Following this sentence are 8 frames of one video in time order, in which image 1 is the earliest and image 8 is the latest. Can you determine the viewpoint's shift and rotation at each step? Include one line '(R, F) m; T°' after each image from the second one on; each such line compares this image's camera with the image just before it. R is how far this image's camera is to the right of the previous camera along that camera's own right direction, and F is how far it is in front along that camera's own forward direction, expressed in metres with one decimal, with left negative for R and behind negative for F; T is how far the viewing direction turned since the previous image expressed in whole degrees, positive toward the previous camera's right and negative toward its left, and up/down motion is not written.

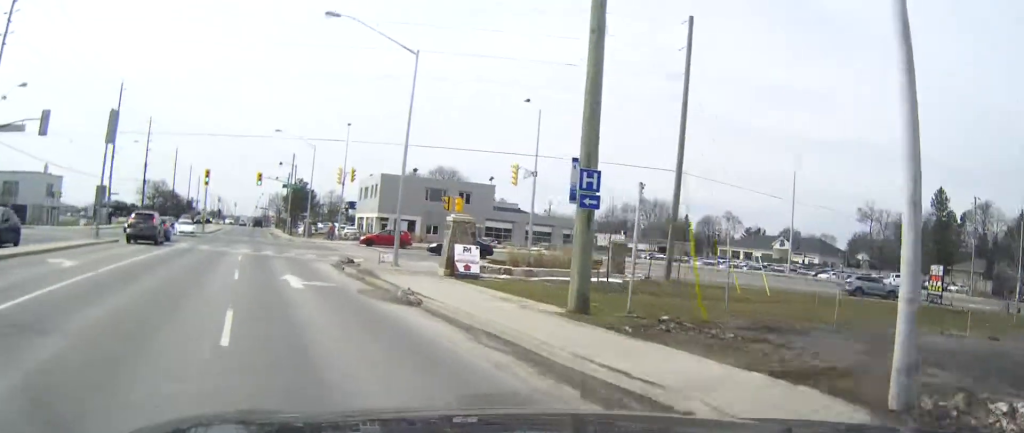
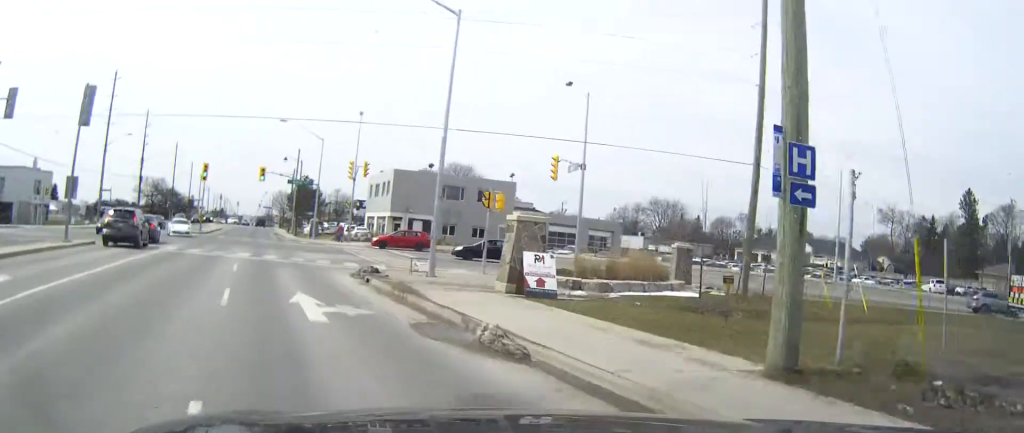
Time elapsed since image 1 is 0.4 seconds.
(0.0, +6.2) m; 0°
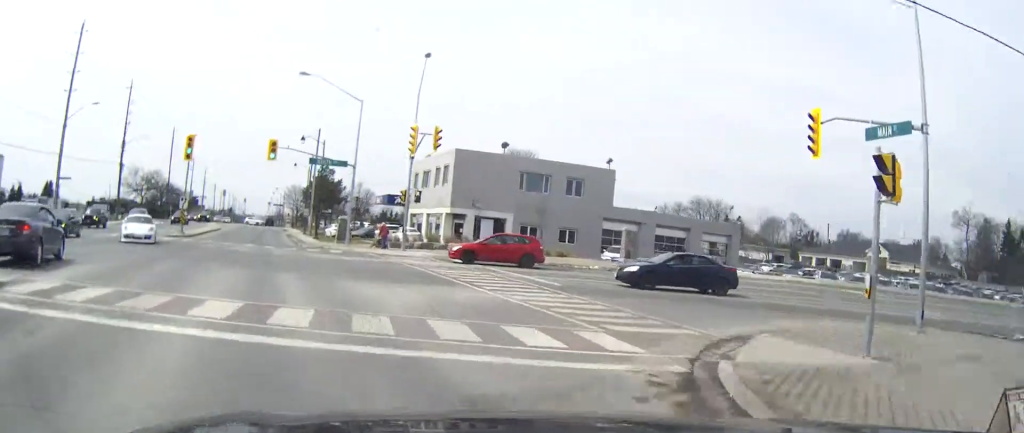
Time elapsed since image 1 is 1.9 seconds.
(-0.2, +21.4) m; -1°
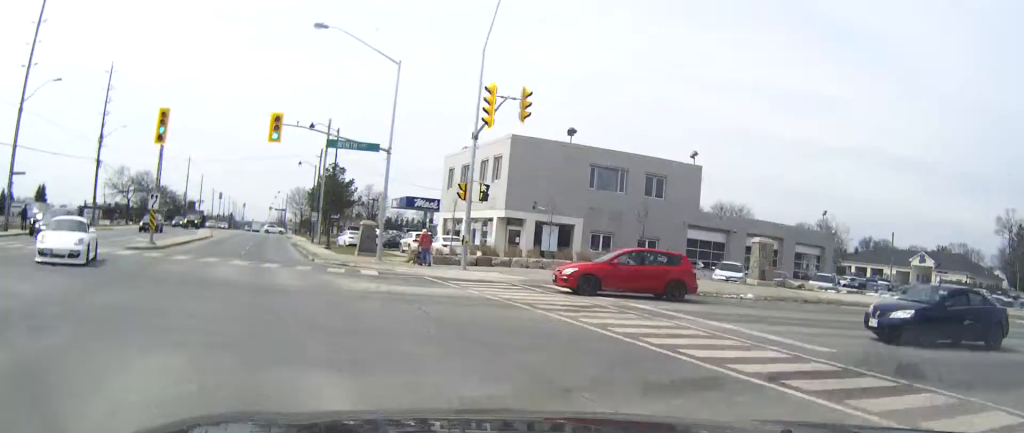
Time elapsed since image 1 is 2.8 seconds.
(-0.1, +12.8) m; 0°
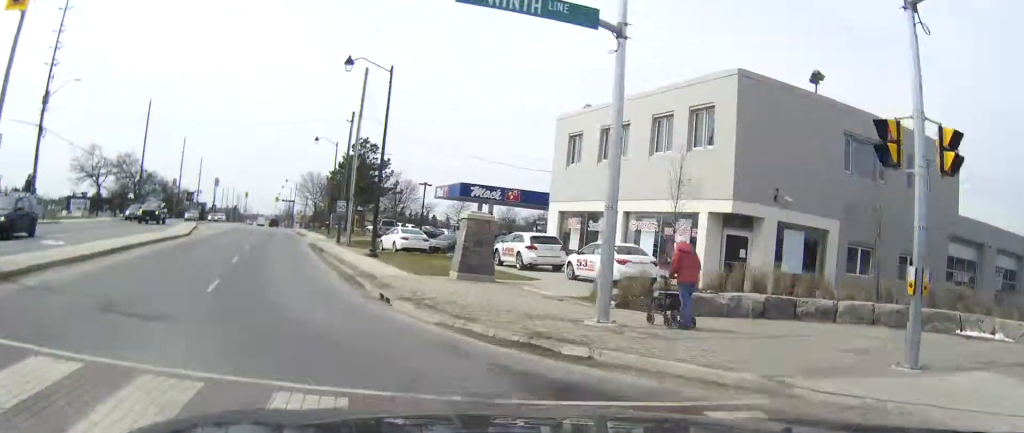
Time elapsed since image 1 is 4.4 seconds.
(0.0, +22.1) m; 0°
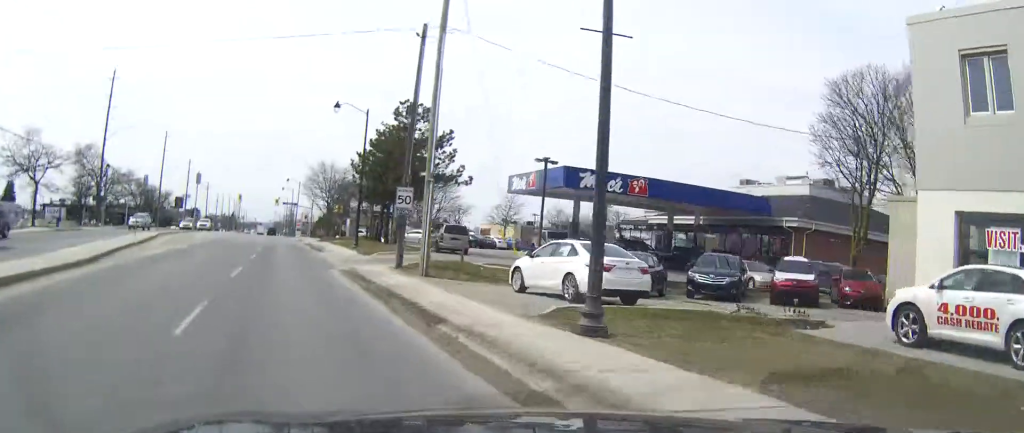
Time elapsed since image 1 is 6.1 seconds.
(0.0, +23.4) m; 0°
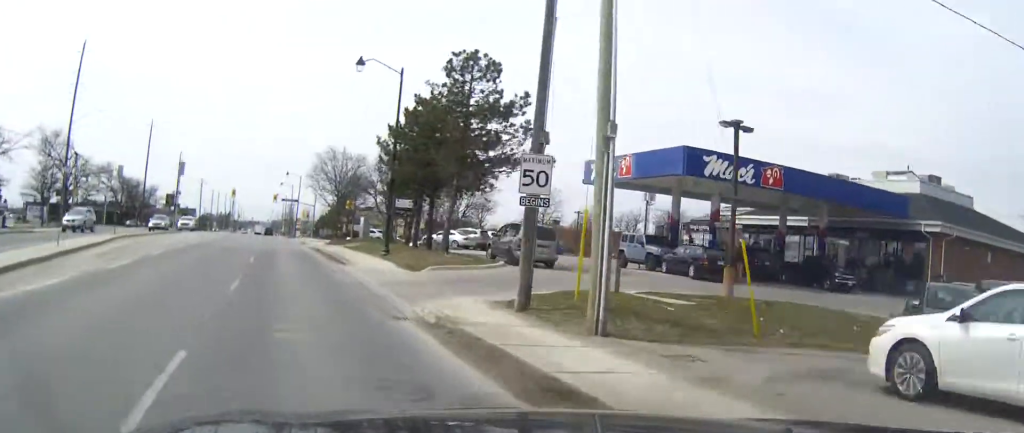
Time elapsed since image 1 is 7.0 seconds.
(0.0, +13.2) m; 0°
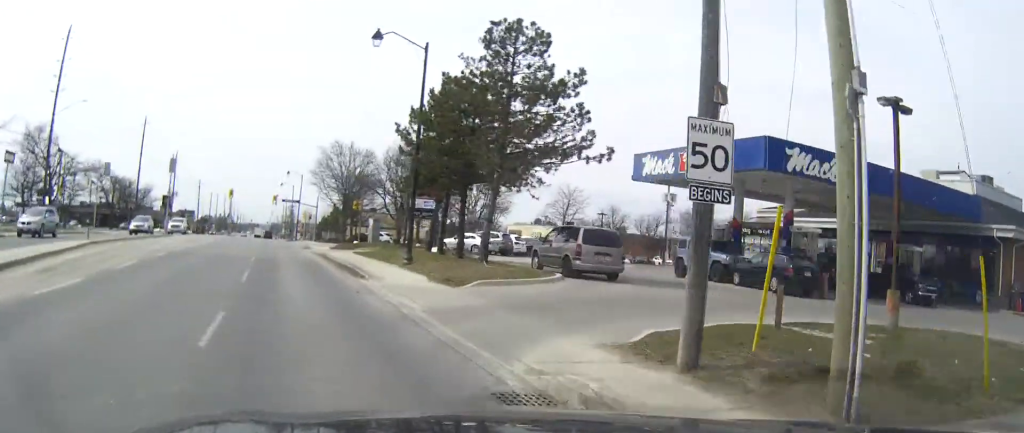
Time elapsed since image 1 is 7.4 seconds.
(0.0, +5.7) m; 0°
